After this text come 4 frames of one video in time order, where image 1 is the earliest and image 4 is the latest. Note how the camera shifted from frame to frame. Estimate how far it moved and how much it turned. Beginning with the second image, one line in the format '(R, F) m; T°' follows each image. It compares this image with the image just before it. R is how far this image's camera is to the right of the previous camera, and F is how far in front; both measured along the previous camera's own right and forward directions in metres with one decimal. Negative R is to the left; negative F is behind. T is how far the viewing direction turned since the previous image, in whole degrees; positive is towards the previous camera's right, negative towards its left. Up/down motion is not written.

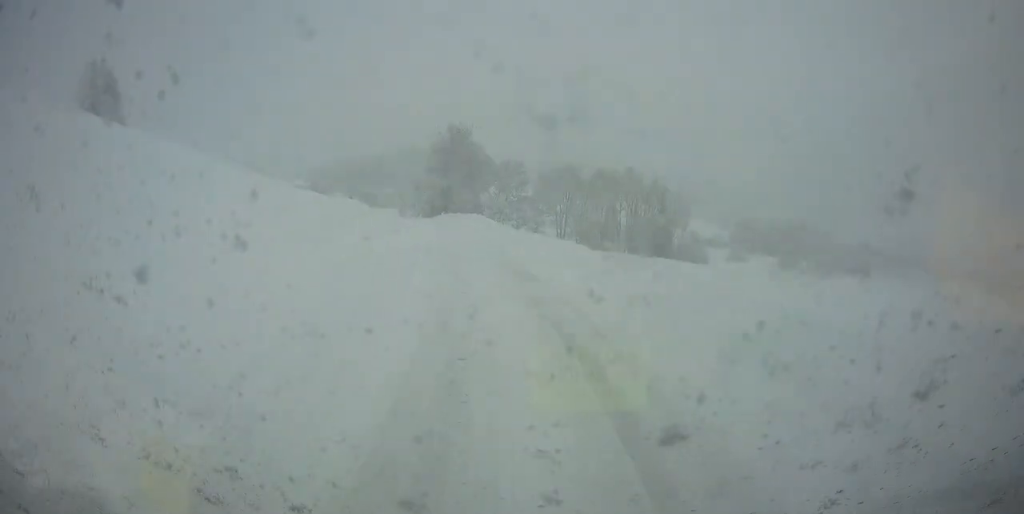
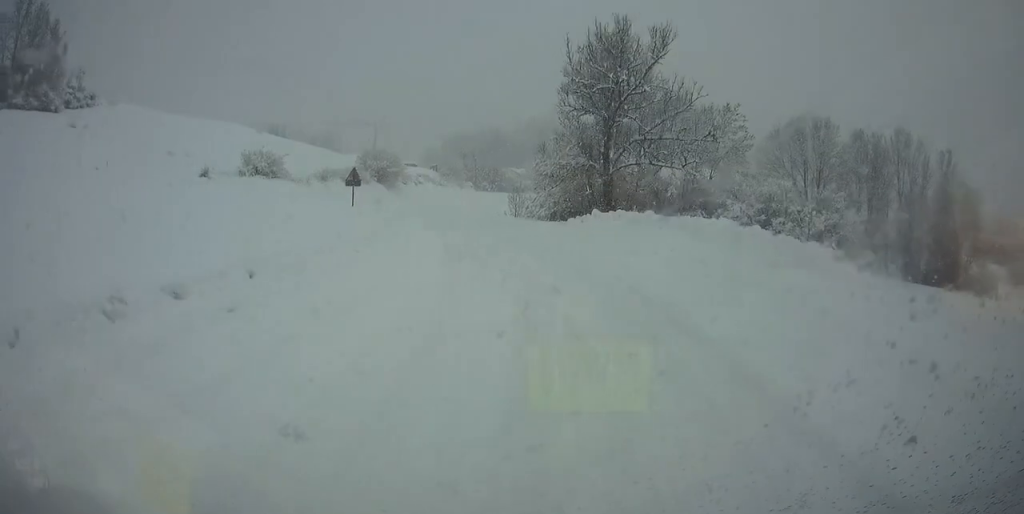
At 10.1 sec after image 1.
(-1.1, +65.2) m; -10°
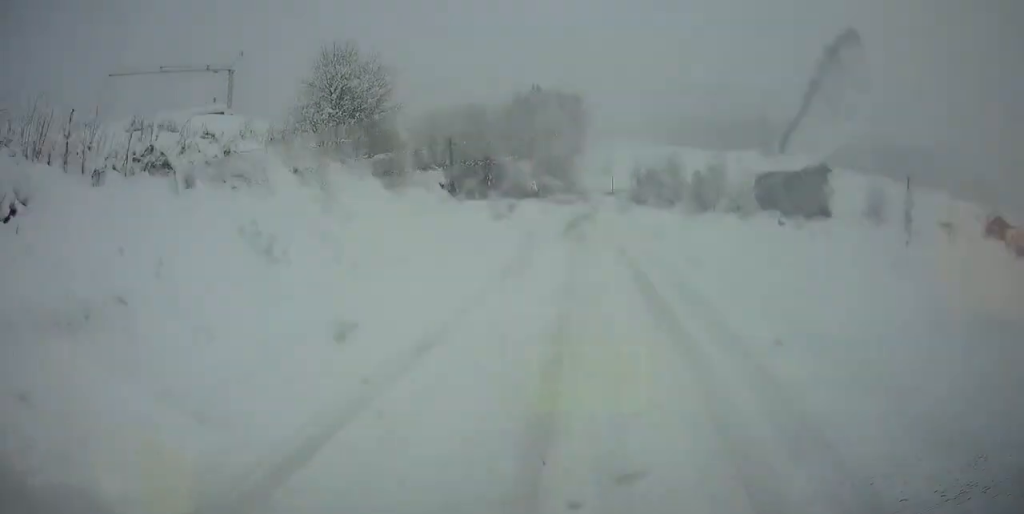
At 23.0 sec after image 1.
(-1.5, +103.4) m; +6°
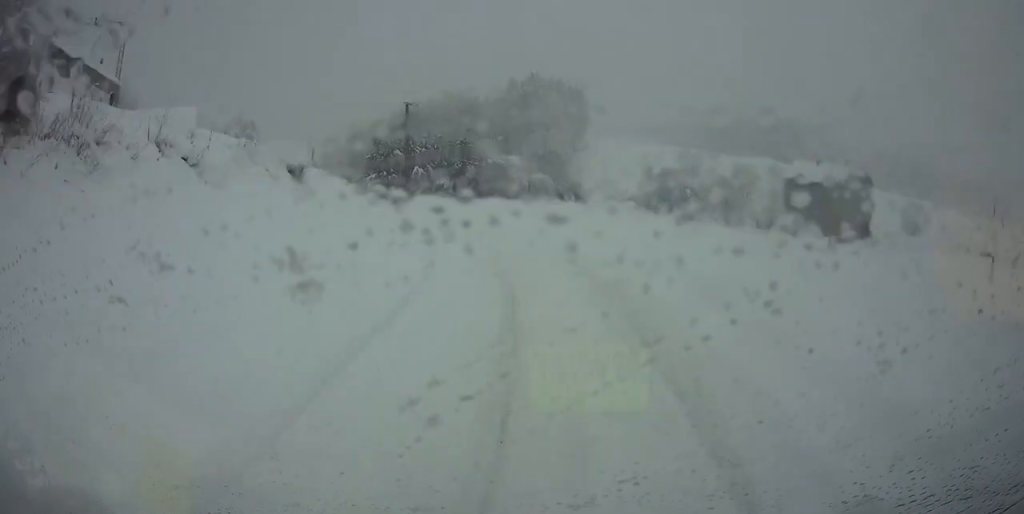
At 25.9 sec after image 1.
(-0.4, +24.1) m; -6°
